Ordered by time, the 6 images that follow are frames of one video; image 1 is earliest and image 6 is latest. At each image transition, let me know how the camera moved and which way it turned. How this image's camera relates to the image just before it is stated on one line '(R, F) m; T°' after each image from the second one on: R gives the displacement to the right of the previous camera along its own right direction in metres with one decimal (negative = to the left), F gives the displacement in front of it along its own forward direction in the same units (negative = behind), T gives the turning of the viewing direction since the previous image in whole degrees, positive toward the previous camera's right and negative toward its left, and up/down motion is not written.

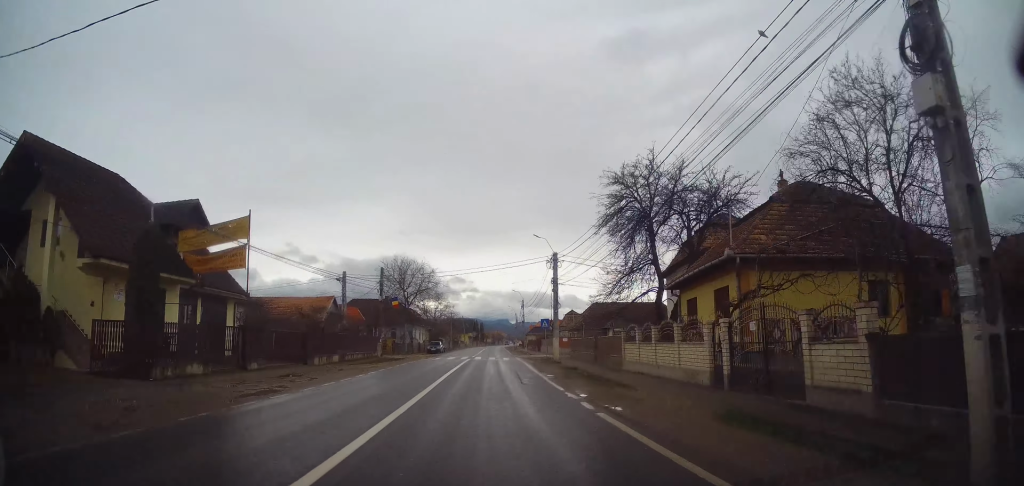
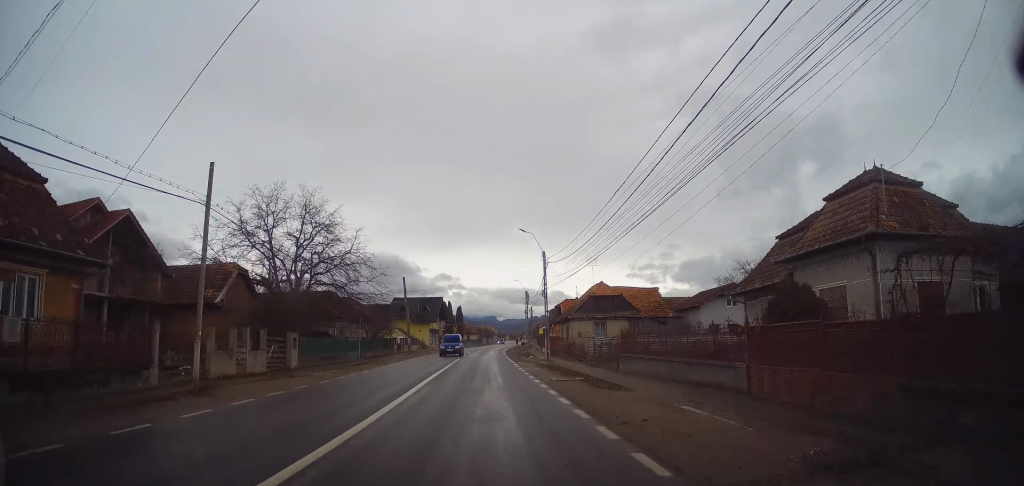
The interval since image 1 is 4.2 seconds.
(+1.2, +82.8) m; +2°
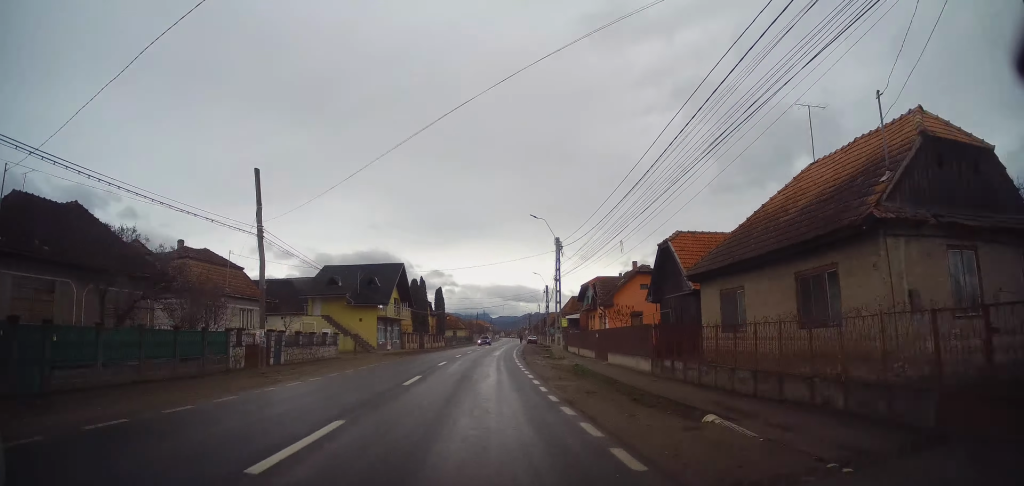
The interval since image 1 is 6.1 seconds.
(0.0, +37.7) m; 0°
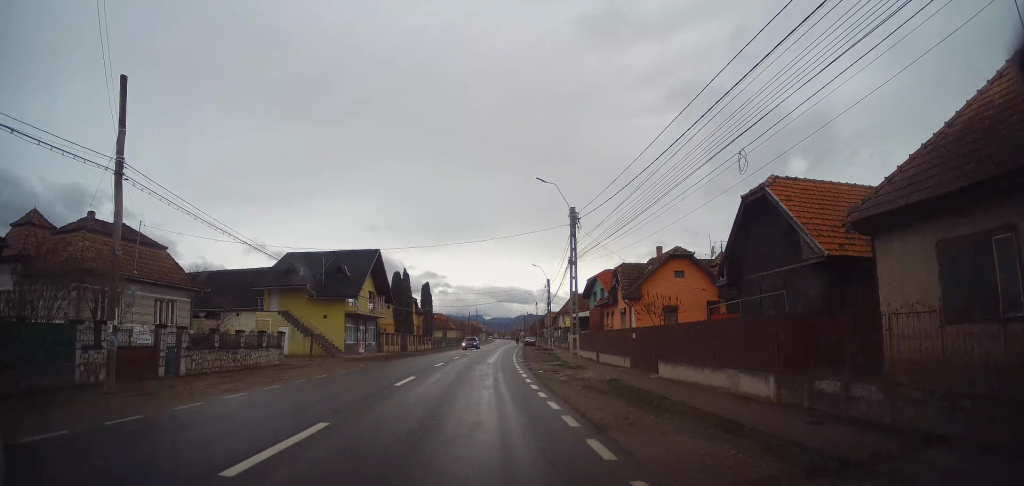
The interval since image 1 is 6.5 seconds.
(+0.1, +9.3) m; 0°
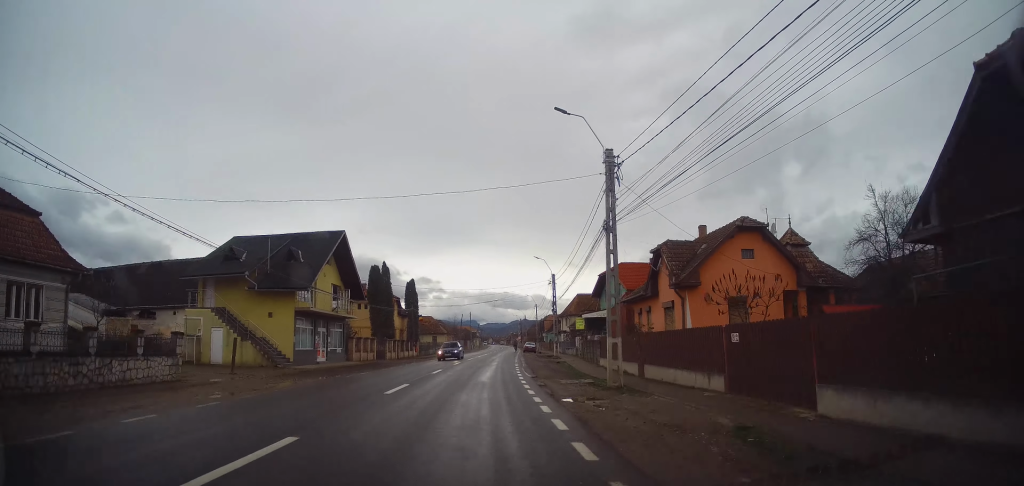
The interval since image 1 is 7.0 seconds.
(+0.2, +9.9) m; 0°
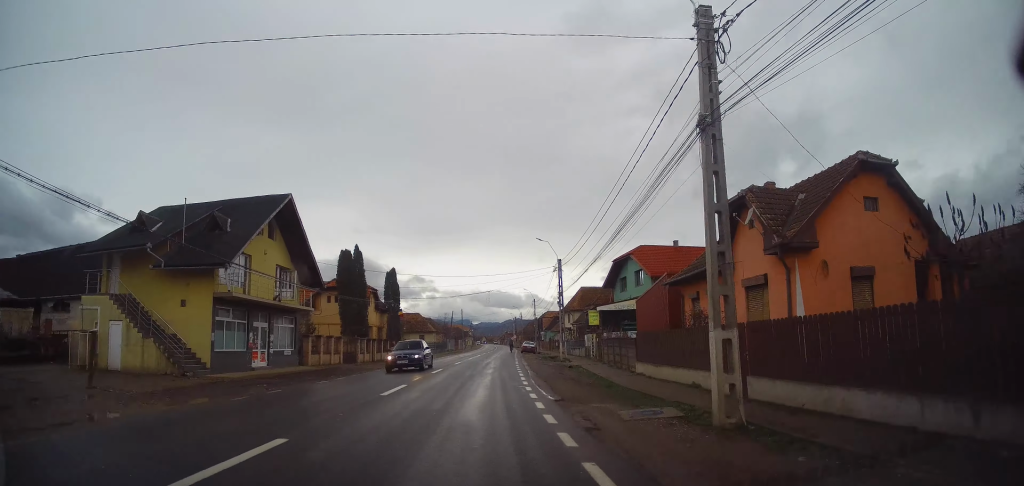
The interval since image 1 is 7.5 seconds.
(0.0, +9.3) m; 0°
